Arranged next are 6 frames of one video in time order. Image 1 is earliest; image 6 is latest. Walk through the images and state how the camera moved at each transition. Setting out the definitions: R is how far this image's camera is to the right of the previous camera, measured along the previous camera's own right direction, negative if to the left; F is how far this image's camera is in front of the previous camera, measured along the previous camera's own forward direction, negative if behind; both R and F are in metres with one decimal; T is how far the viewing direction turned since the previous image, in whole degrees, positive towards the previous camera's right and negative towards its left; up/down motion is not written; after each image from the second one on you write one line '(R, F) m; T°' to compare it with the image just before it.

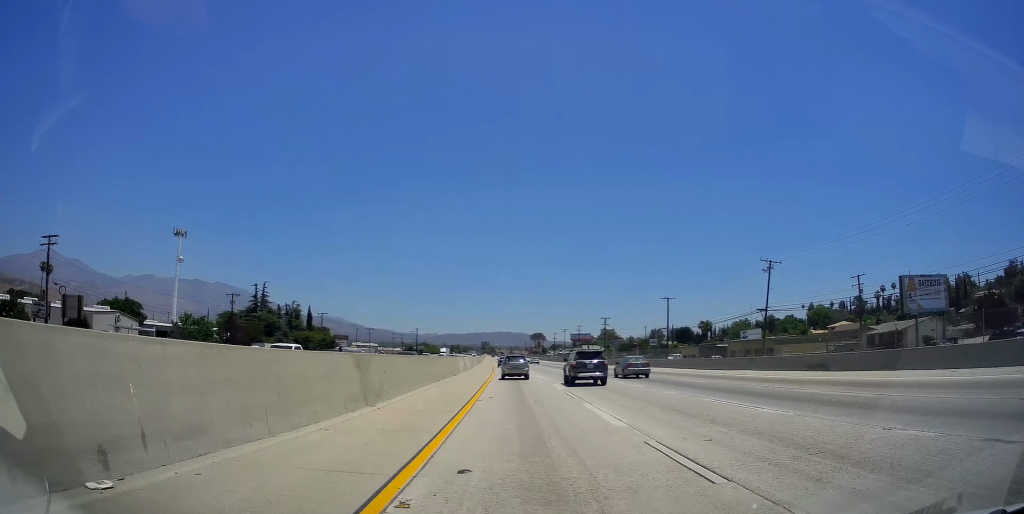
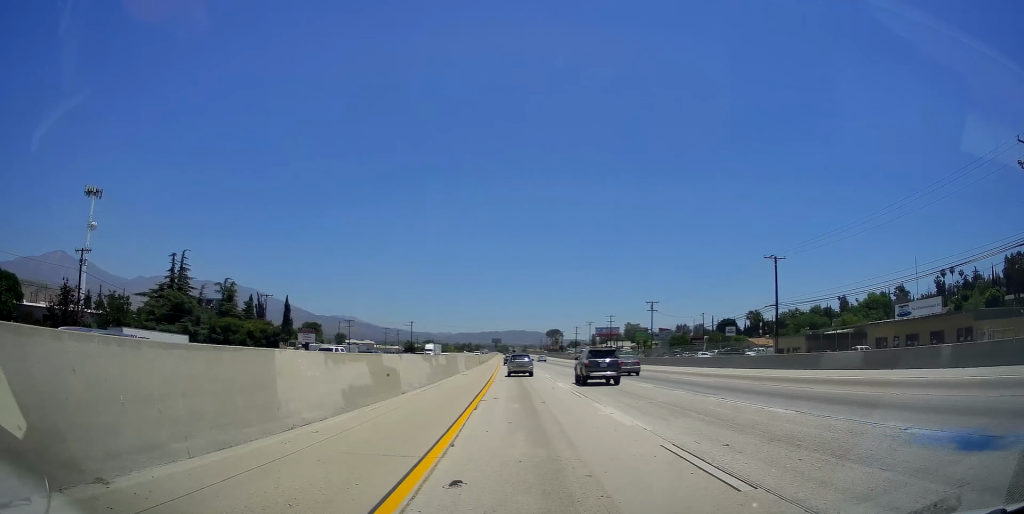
(0.0, +41.9) m; -1°
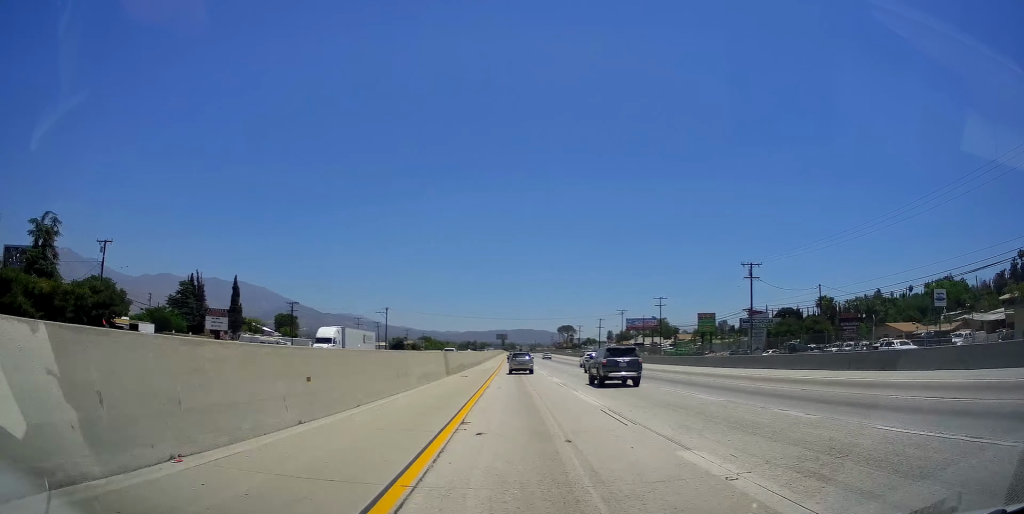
(-0.9, +52.5) m; -1°
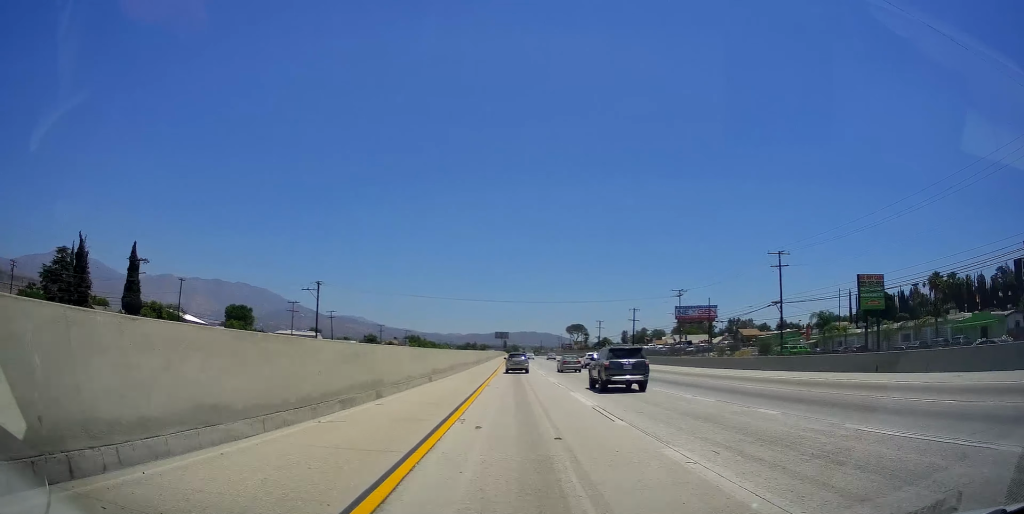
(0.0, +57.2) m; 0°
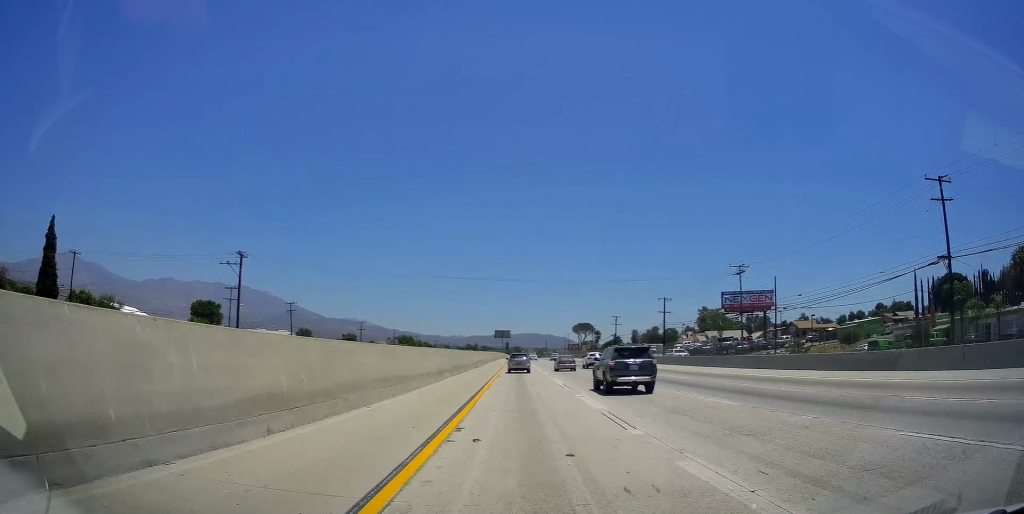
(-0.3, +29.6) m; 0°
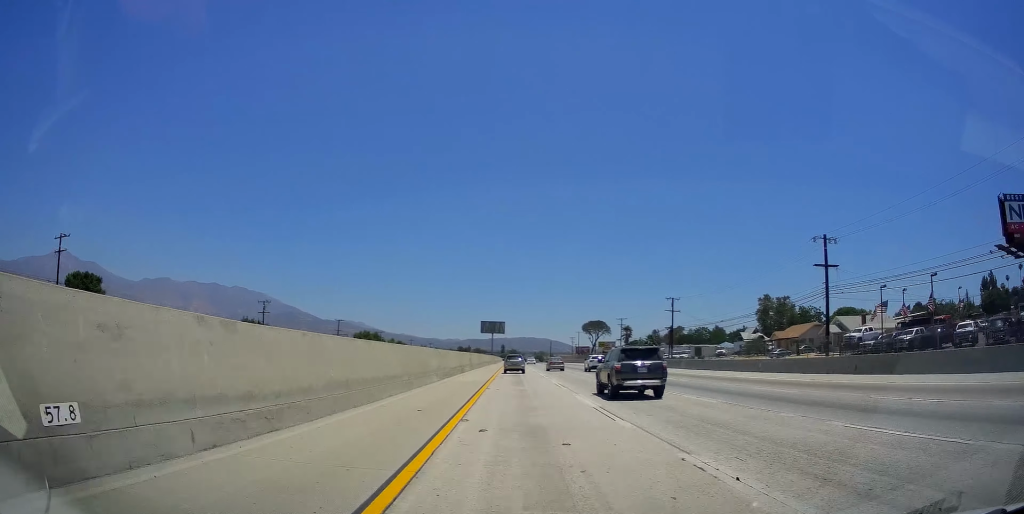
(+0.5, +72.6) m; 0°
